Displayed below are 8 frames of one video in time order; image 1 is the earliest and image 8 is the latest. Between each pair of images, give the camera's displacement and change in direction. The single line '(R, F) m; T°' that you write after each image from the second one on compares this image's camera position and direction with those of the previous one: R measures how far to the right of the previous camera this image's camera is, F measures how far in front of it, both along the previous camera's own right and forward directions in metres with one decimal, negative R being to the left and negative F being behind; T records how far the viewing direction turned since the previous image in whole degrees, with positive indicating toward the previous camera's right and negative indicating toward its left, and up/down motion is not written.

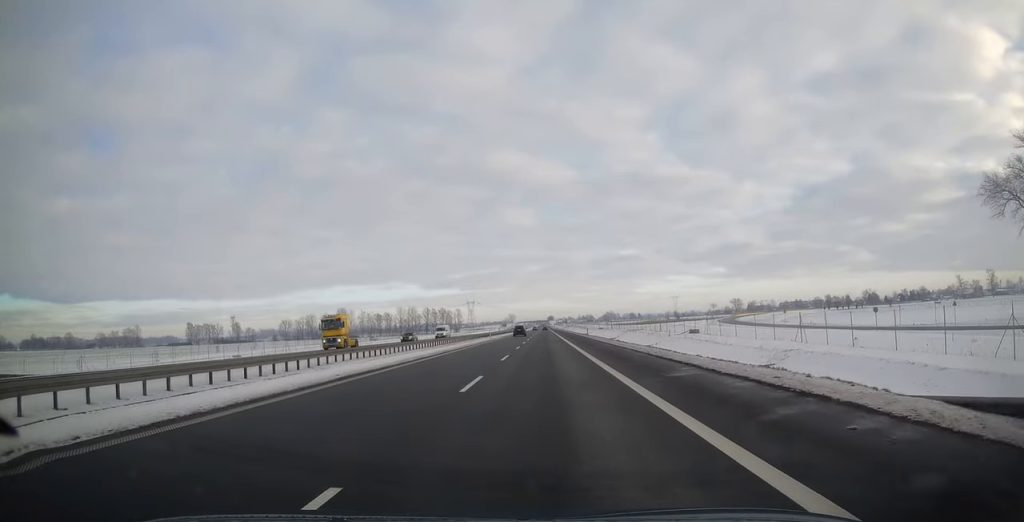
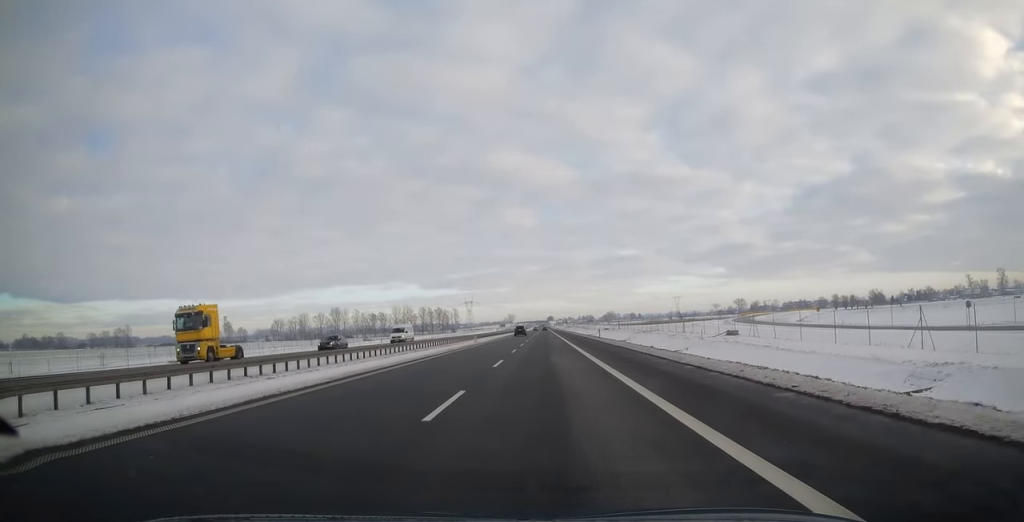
(0.0, +15.9) m; 0°
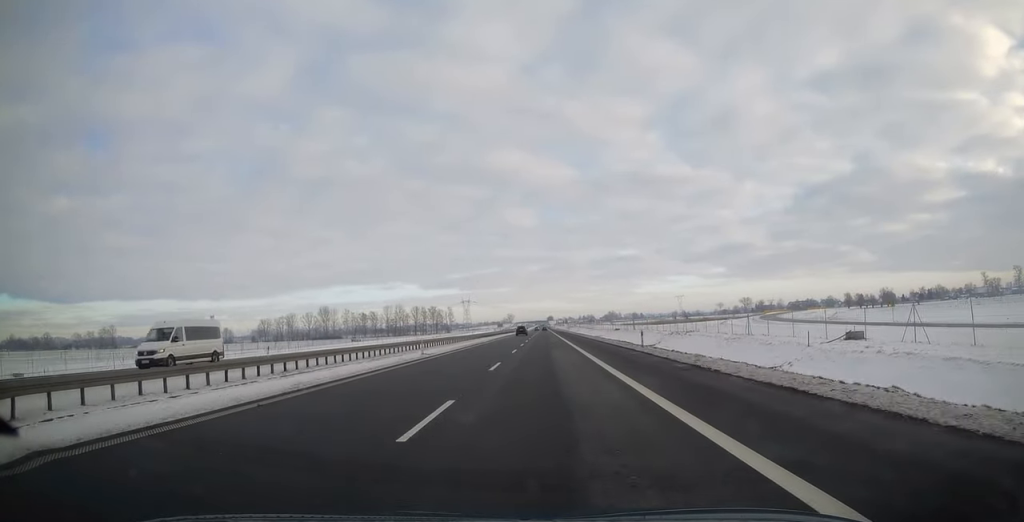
(+0.1, +25.5) m; 0°
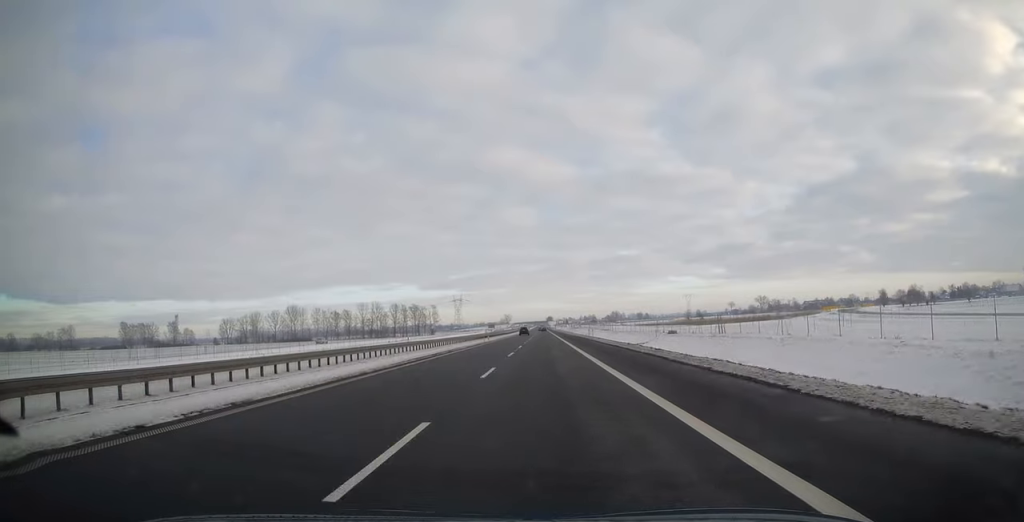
(-0.1, +62.2) m; 0°
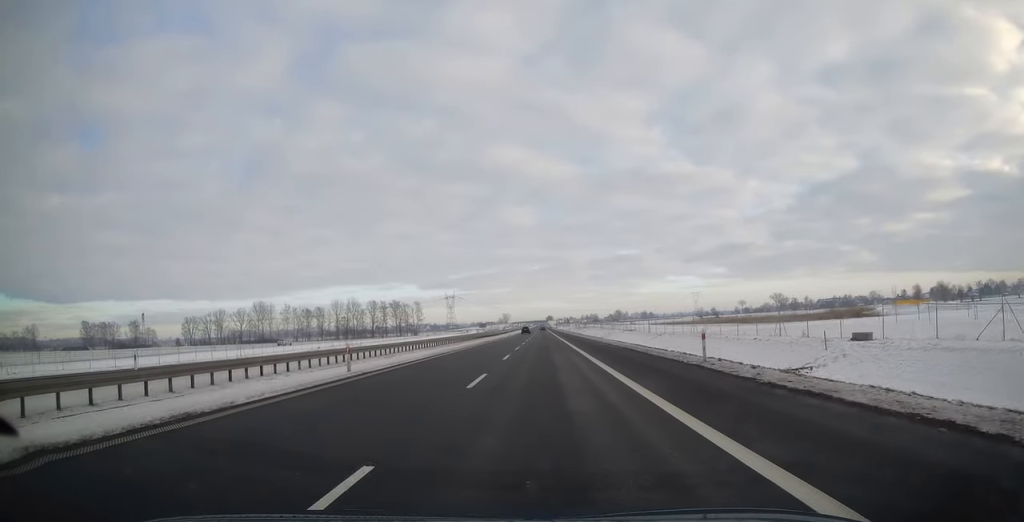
(+0.3, +50.5) m; 0°
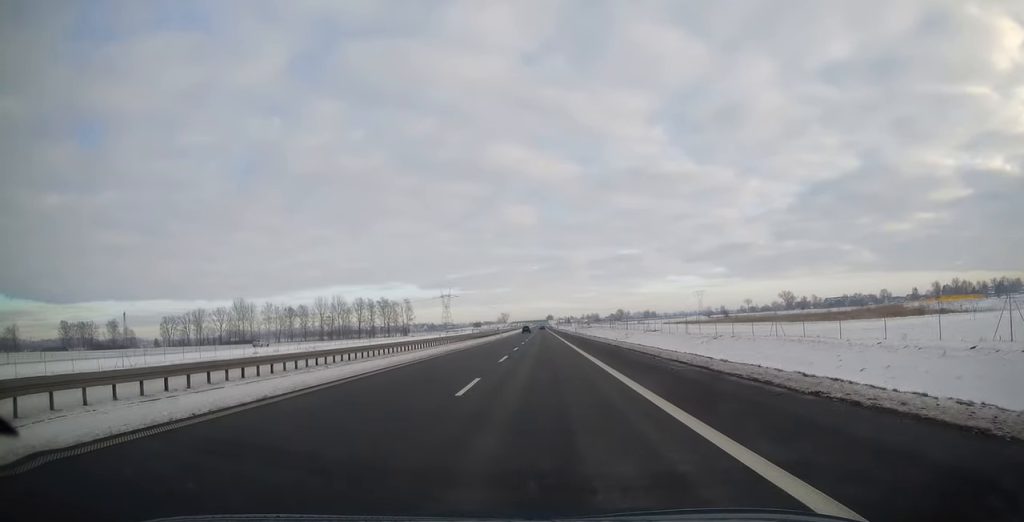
(-0.3, +25.5) m; 0°
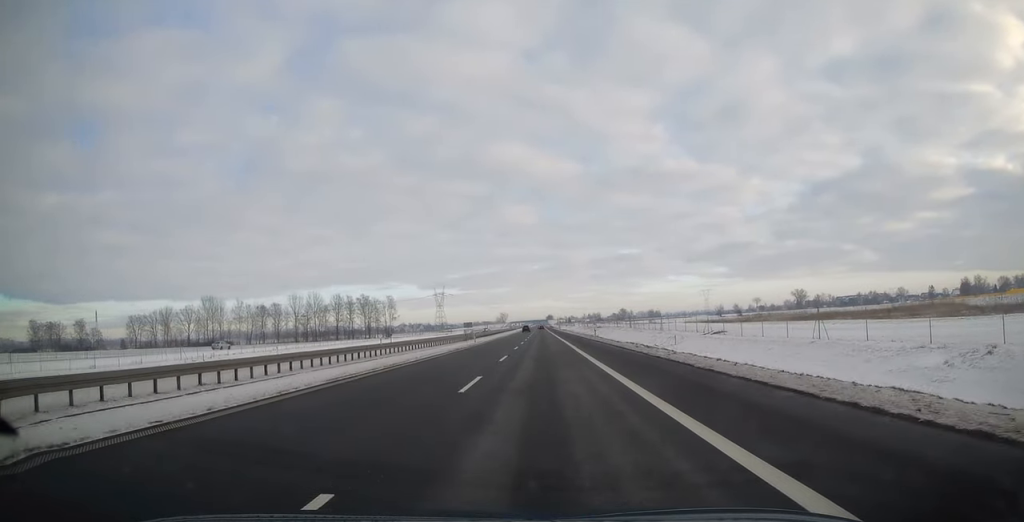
(+0.3, +35.1) m; 0°
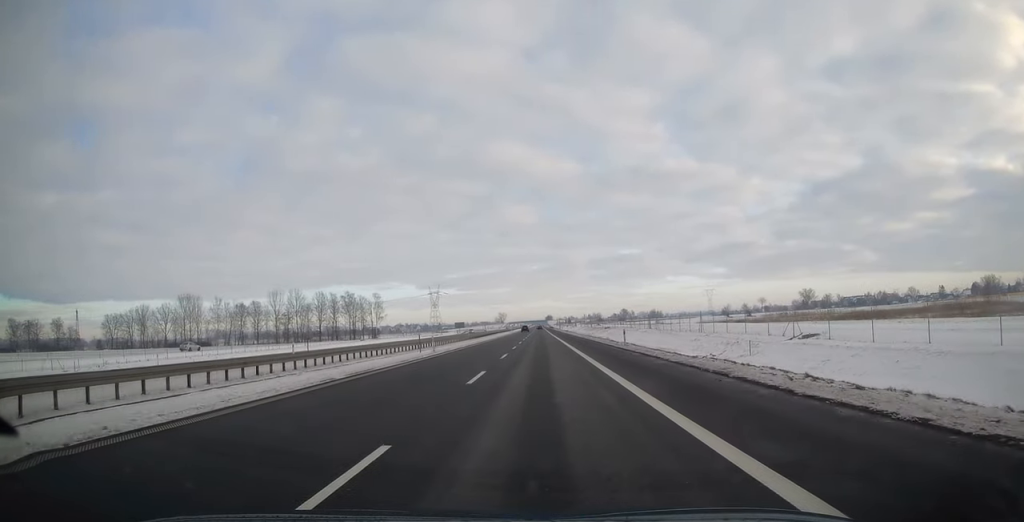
(-0.2, +21.8) m; 0°
